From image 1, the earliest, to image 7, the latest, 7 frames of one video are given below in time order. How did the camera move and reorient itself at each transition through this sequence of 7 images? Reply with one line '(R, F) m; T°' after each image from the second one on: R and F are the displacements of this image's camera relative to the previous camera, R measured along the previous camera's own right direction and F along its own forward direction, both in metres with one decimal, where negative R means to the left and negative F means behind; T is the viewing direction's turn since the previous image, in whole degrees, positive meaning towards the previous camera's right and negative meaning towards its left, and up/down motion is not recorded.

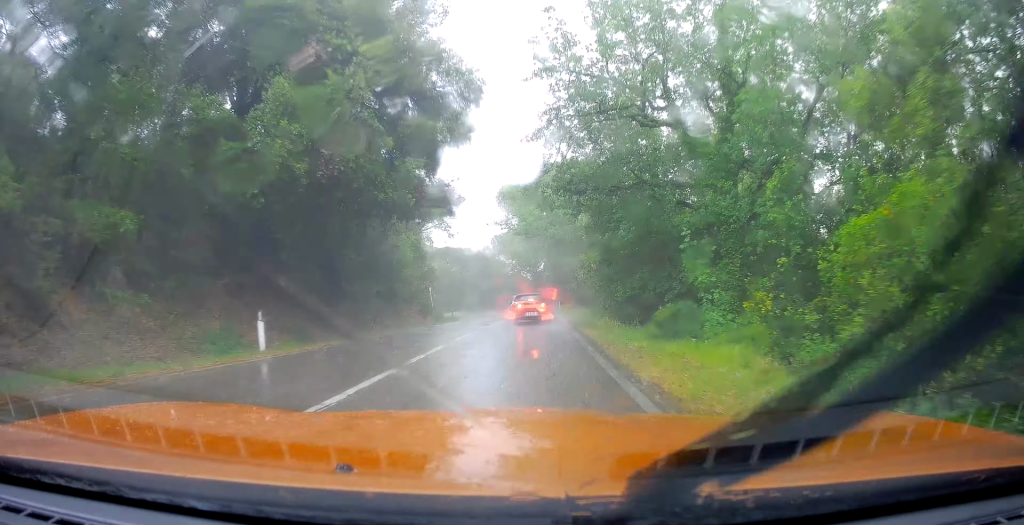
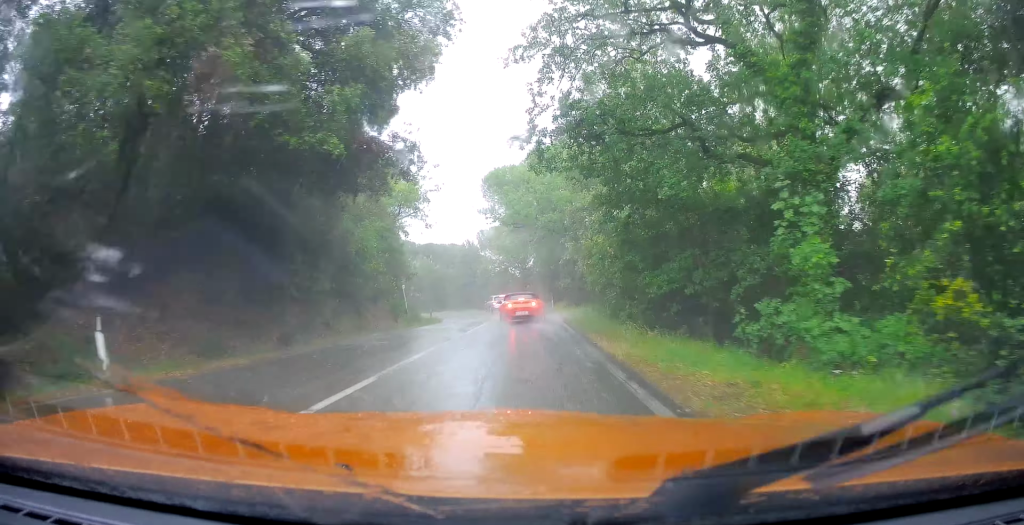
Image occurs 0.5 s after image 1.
(-0.1, +5.6) m; +1°
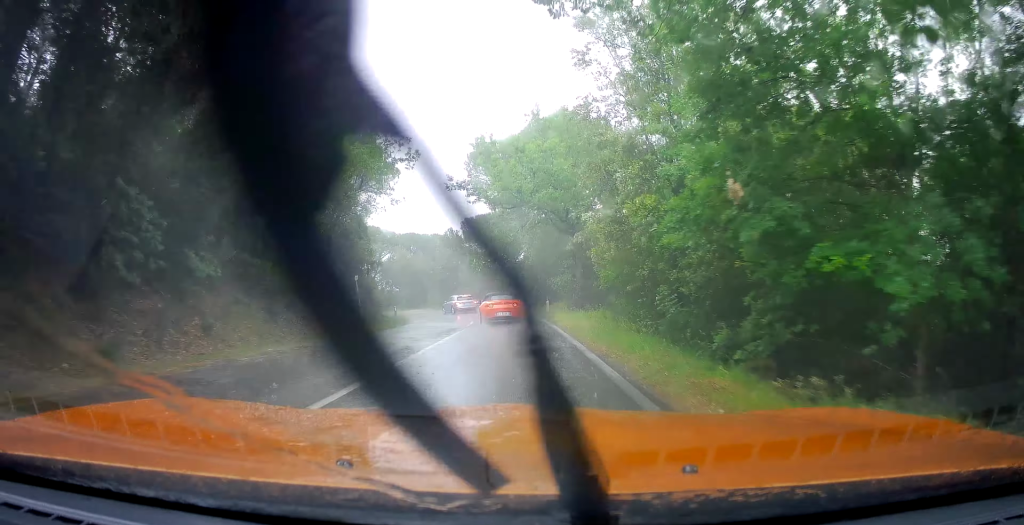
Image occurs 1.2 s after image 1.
(-0.1, +8.6) m; +2°
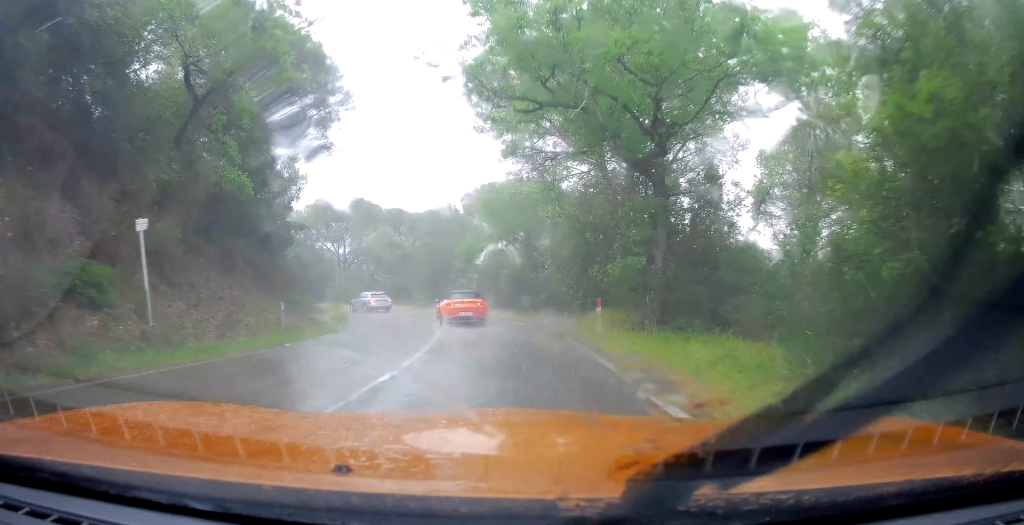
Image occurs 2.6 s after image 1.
(+0.8, +16.9) m; +1°
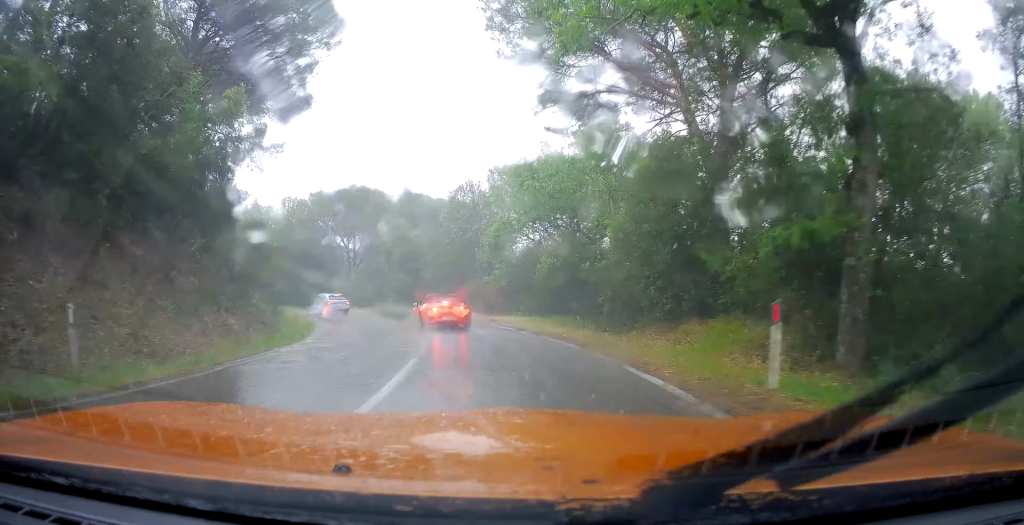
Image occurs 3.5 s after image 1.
(-0.1, +9.1) m; -3°
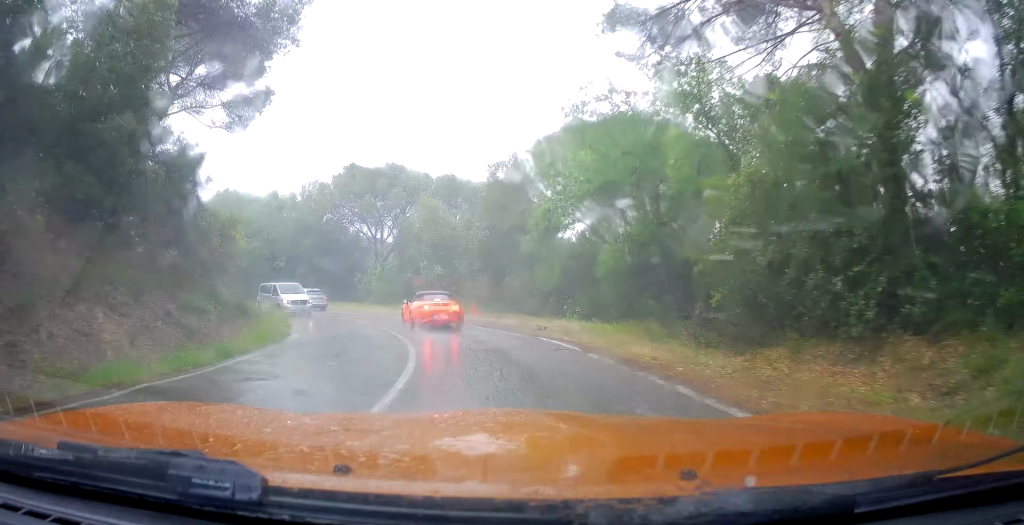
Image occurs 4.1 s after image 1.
(-0.1, +7.0) m; -4°
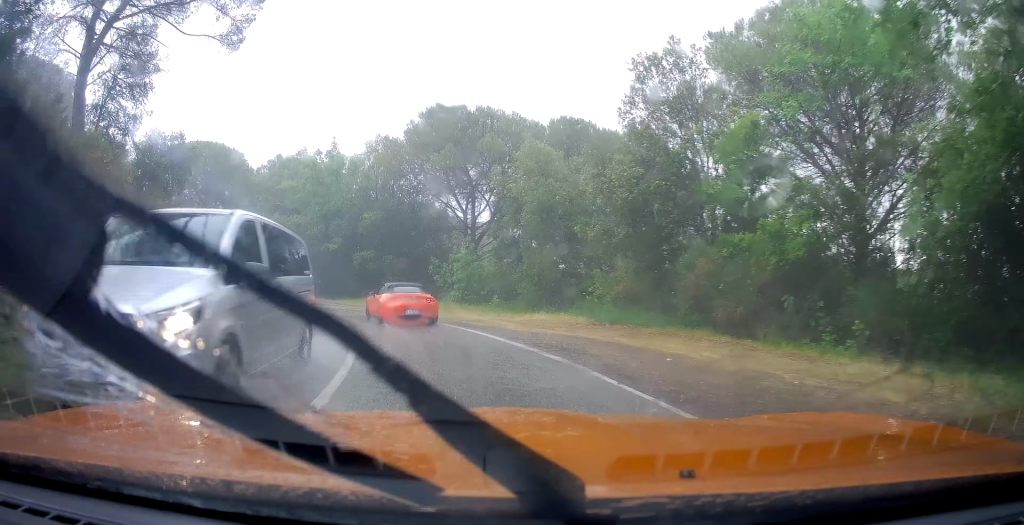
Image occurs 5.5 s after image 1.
(-1.5, +14.1) m; -12°
